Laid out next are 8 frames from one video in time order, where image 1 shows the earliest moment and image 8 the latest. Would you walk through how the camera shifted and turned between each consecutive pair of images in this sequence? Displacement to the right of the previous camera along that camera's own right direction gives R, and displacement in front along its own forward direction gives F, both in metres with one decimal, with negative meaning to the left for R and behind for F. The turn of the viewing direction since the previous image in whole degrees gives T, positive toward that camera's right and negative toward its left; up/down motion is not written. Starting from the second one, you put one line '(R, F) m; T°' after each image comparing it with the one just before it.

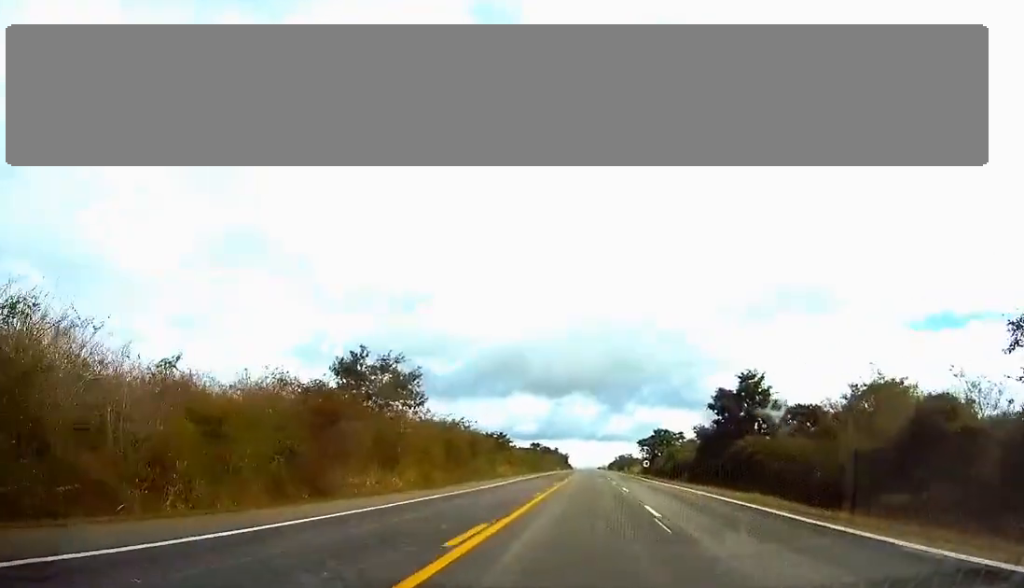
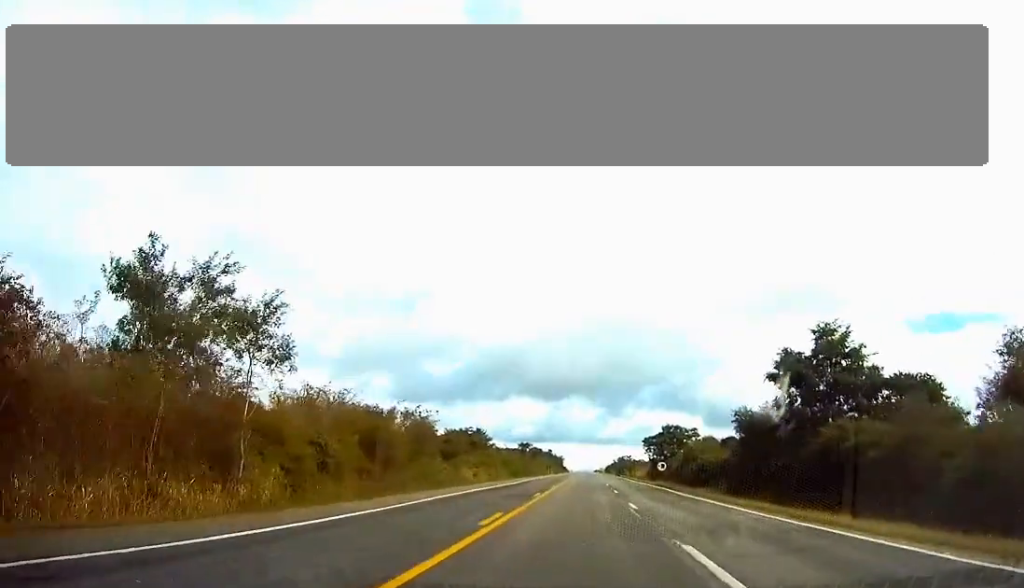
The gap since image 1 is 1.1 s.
(+0.8, +28.4) m; 0°
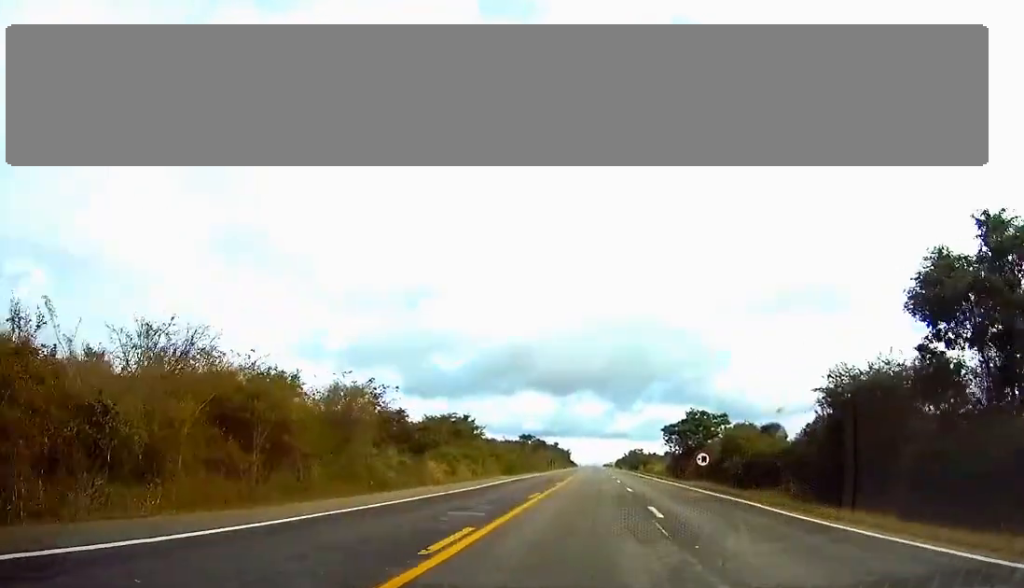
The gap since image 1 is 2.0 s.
(-0.5, +23.3) m; -2°
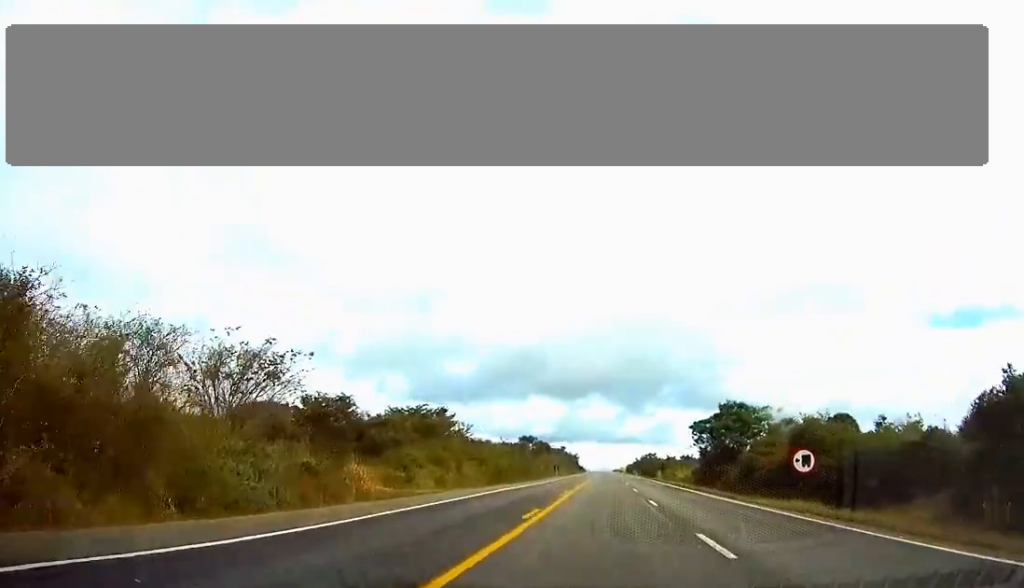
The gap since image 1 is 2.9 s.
(-0.2, +24.2) m; 0°
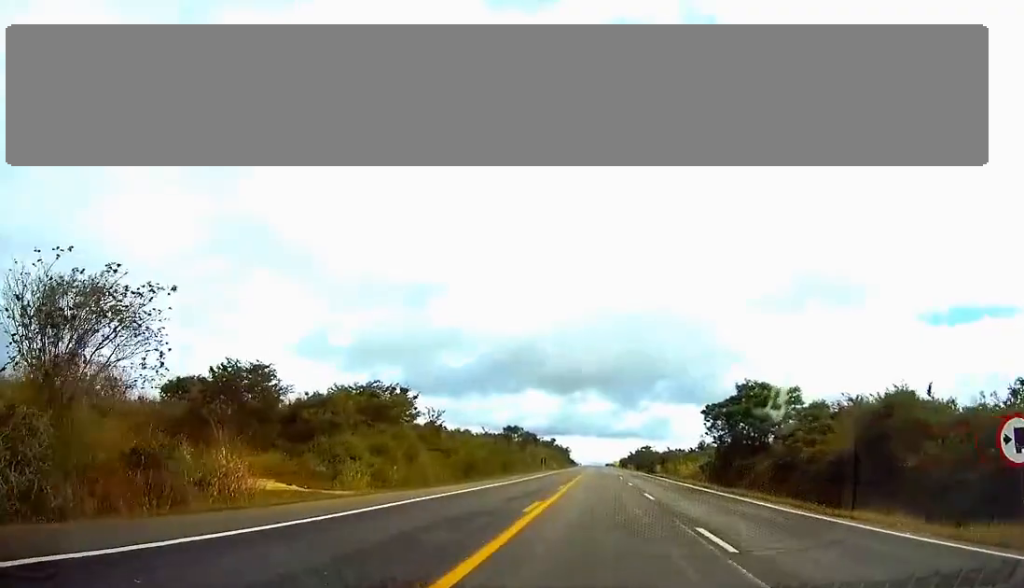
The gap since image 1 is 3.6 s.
(0.0, +16.5) m; 0°
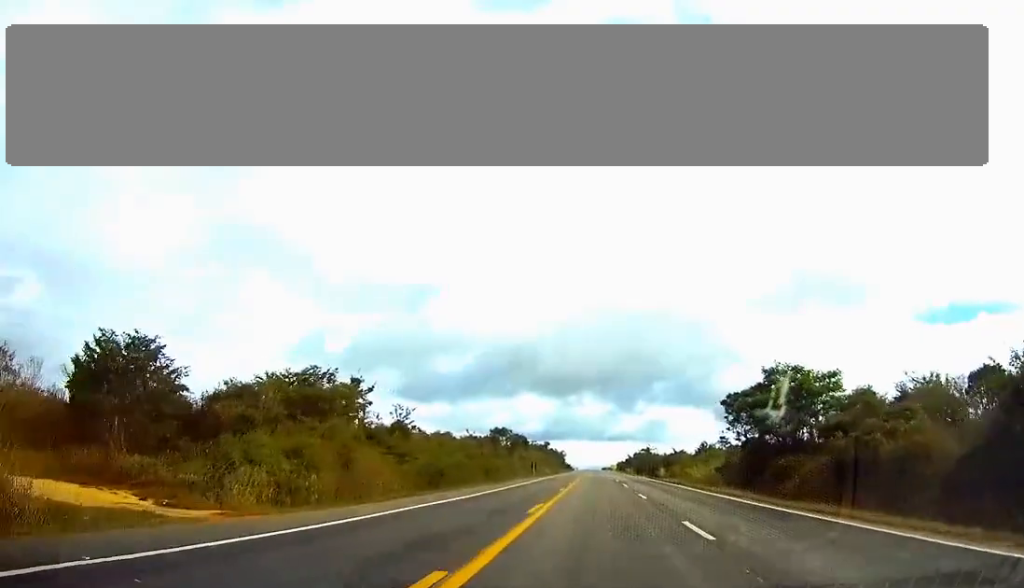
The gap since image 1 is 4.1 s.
(0.0, +14.8) m; 0°
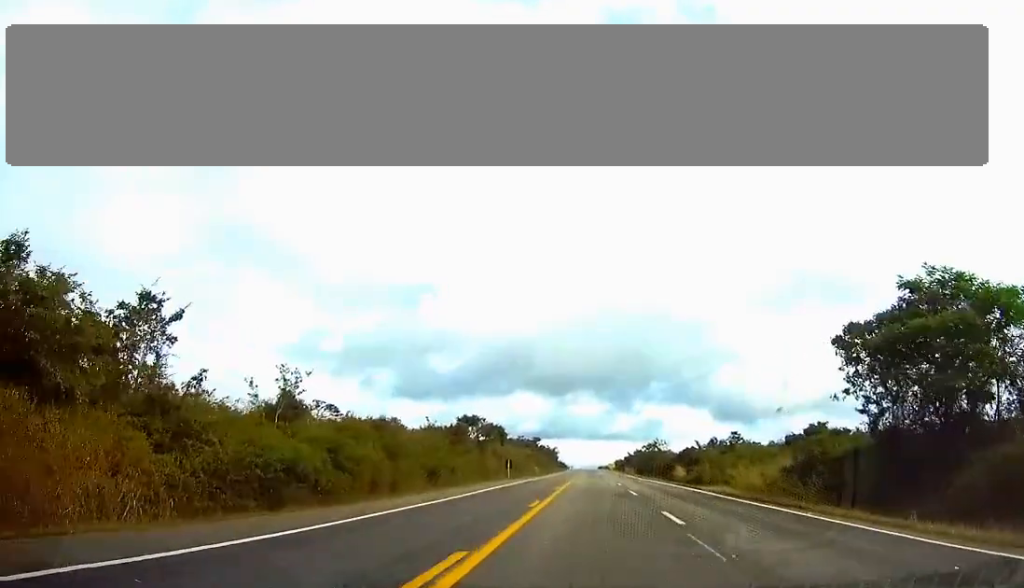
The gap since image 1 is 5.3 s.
(+0.1, +31.4) m; 0°
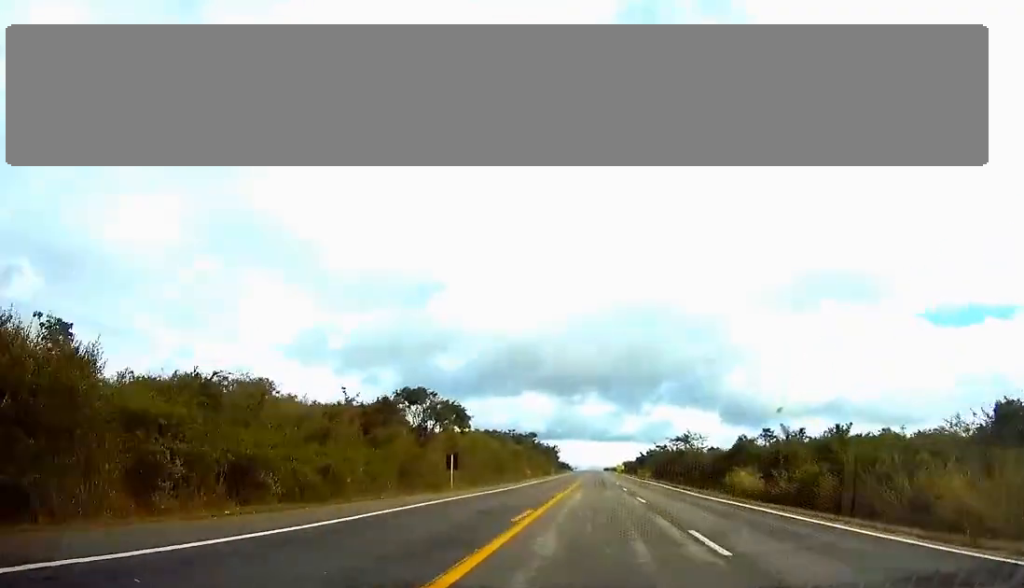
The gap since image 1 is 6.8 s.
(+0.1, +39.4) m; 0°
